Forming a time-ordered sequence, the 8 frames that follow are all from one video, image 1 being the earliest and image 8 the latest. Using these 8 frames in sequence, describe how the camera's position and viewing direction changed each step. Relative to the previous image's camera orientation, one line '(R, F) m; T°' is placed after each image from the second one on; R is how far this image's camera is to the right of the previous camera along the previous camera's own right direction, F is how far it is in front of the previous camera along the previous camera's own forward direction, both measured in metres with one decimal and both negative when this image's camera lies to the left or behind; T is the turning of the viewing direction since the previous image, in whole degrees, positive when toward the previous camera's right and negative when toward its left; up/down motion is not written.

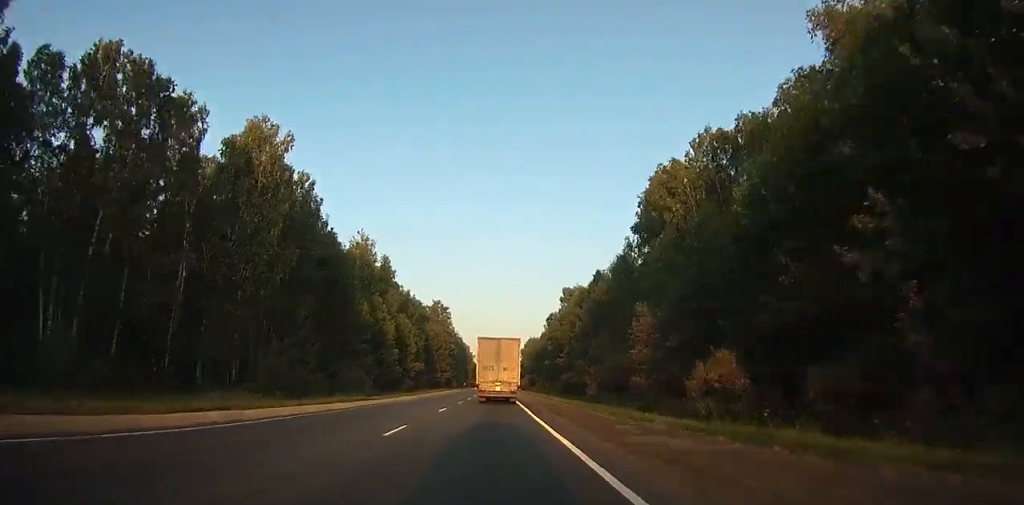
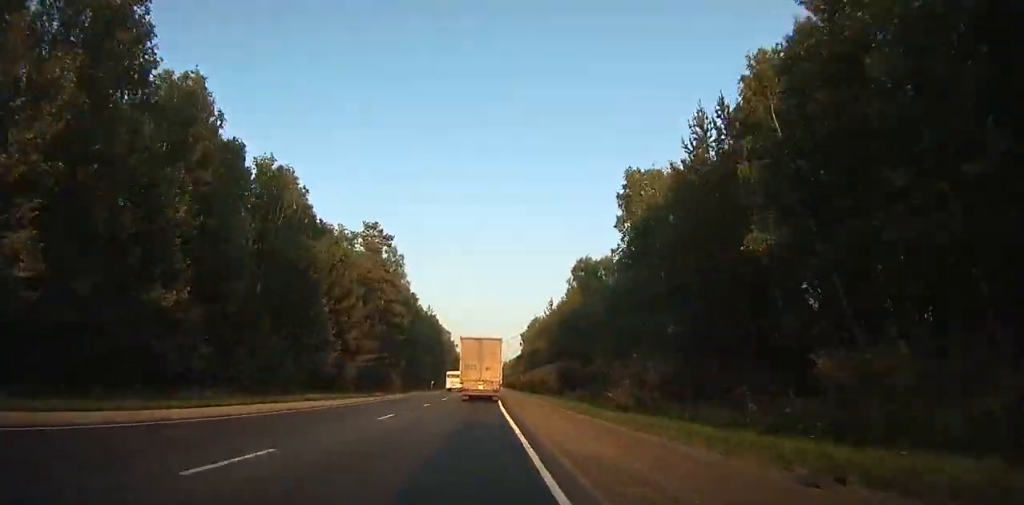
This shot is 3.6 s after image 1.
(0.0, +75.6) m; 0°
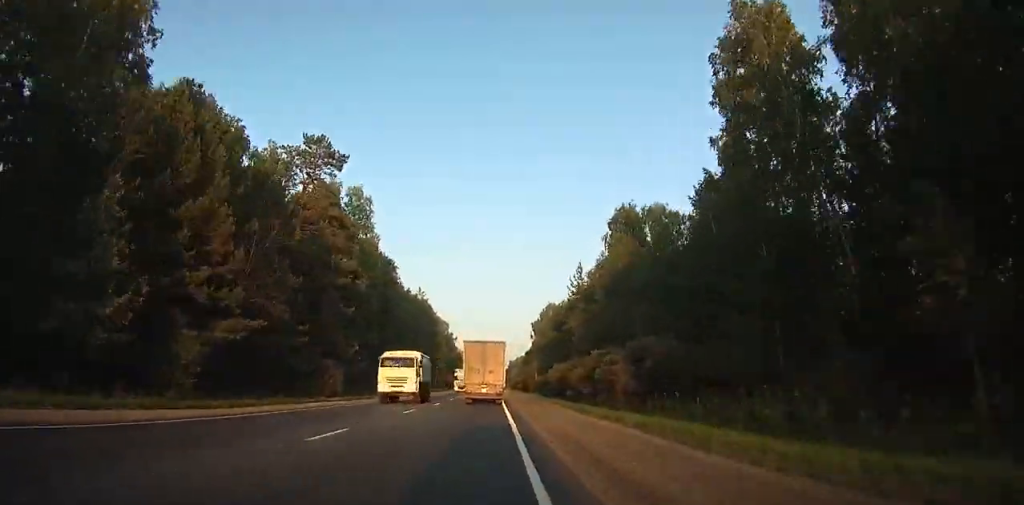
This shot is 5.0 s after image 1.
(0.0, +29.3) m; 0°
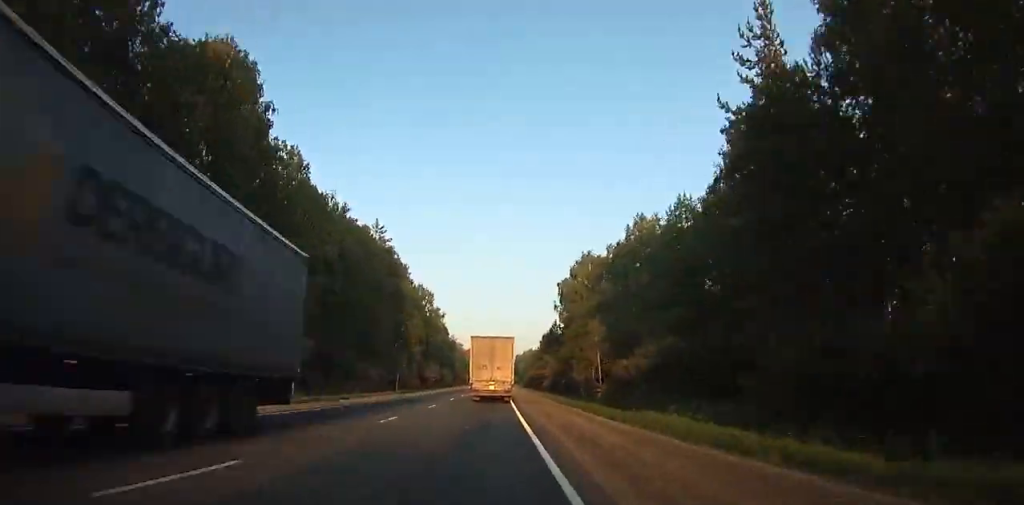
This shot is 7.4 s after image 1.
(0.0, +50.2) m; 0°
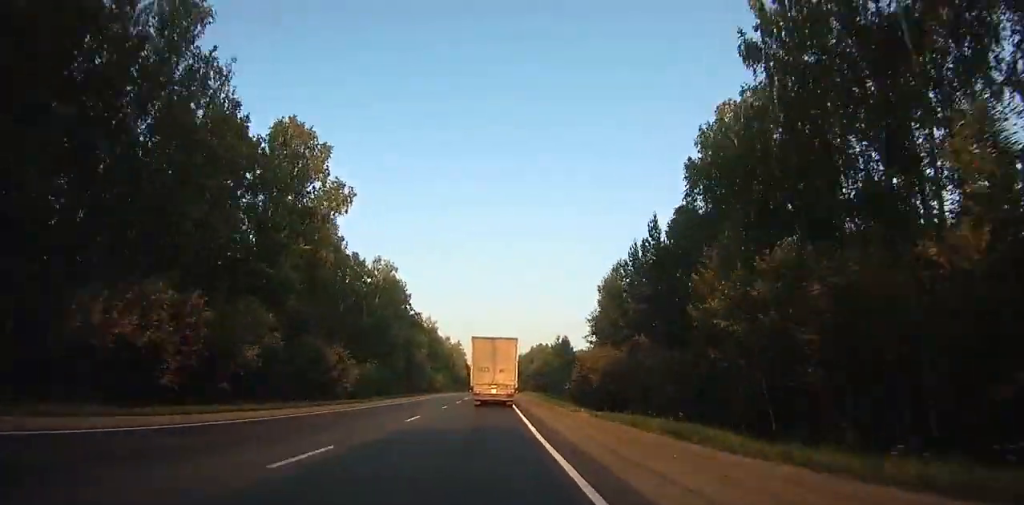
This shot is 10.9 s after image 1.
(0.0, +73.6) m; 0°
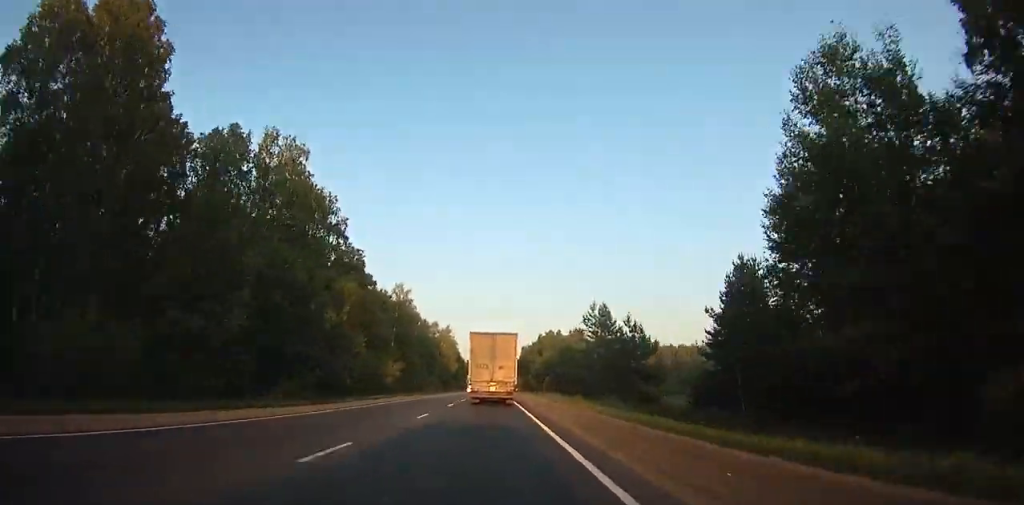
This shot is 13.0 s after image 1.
(-0.2, +44.6) m; +1°
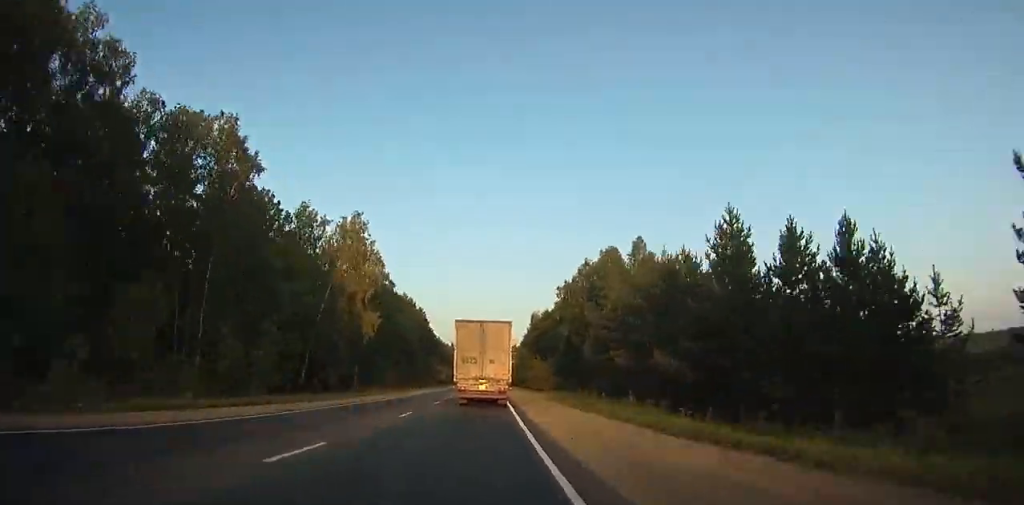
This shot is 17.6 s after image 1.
(-0.6, +102.3) m; -2°
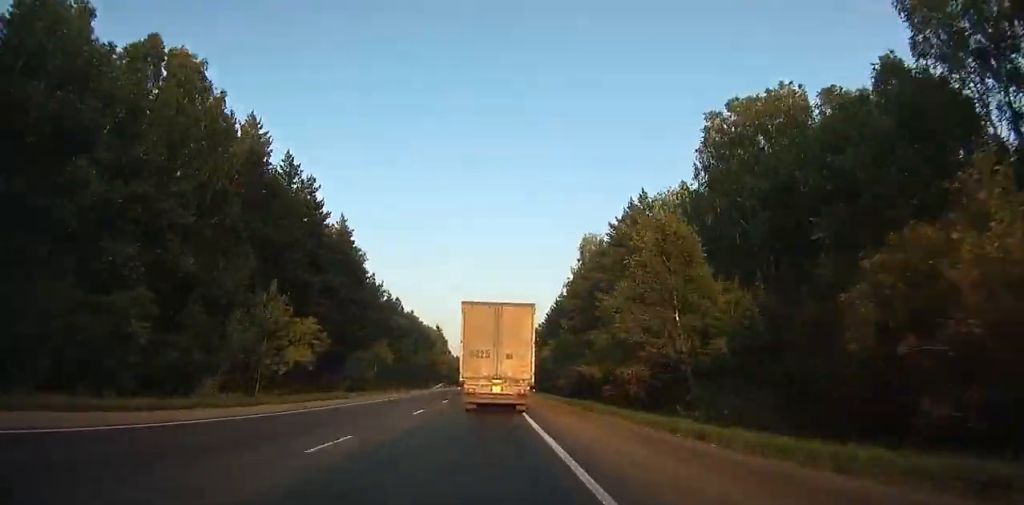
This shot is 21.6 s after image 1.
(-1.3, +98.0) m; +1°
